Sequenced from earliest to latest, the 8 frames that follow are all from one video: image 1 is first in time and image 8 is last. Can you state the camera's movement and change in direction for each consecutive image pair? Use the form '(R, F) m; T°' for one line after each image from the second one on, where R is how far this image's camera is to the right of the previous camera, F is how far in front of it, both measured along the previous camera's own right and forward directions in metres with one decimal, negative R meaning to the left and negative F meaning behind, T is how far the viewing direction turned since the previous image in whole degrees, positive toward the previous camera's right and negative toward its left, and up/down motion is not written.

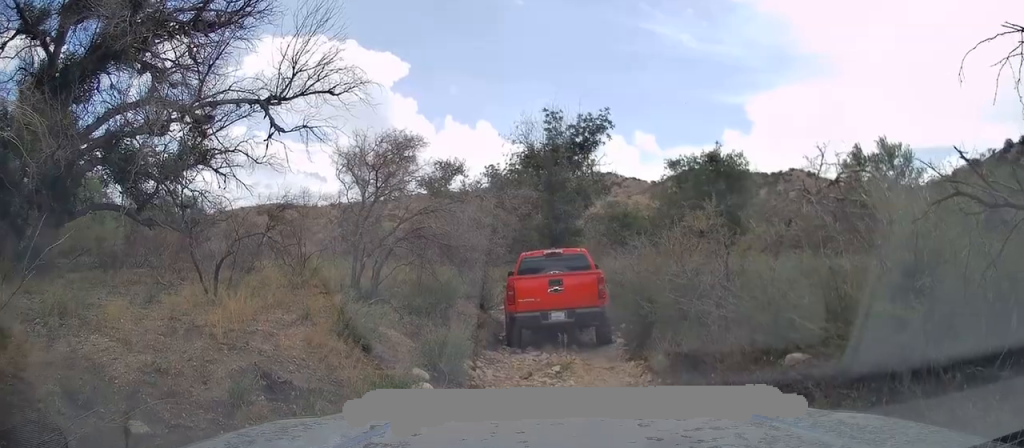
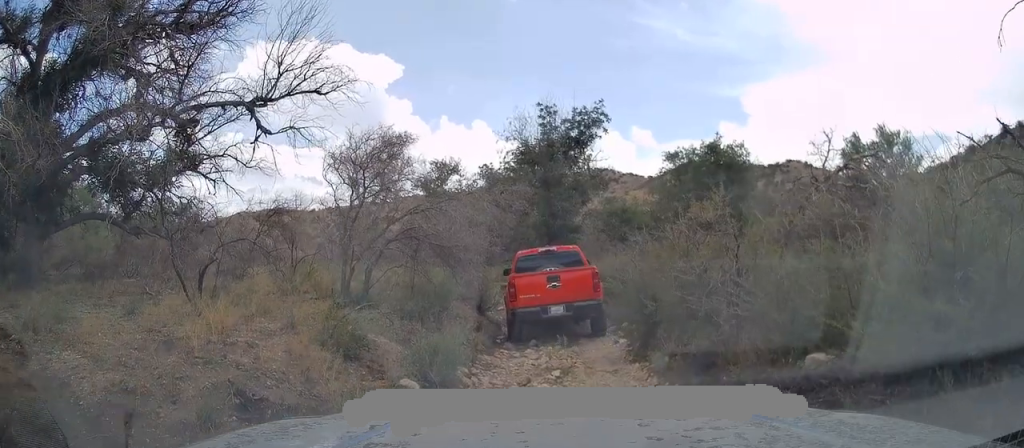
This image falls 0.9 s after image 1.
(0.0, +0.4) m; 0°
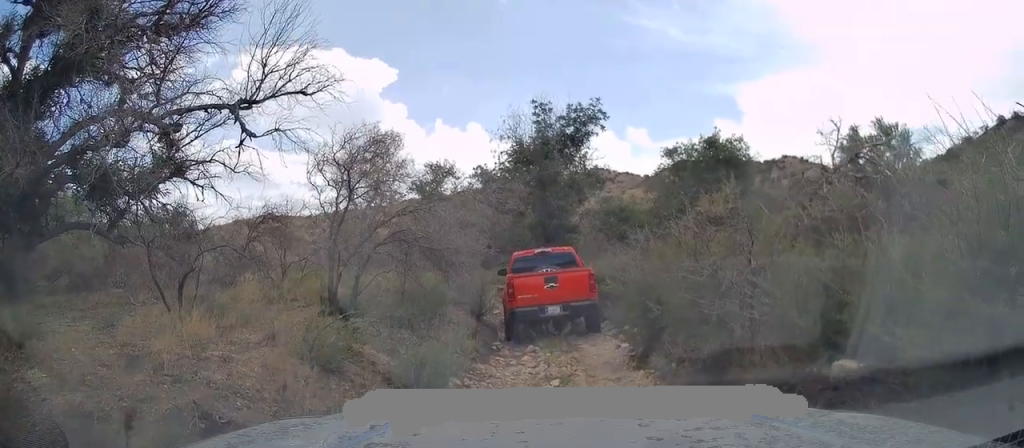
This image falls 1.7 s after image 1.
(0.0, +0.1) m; 0°
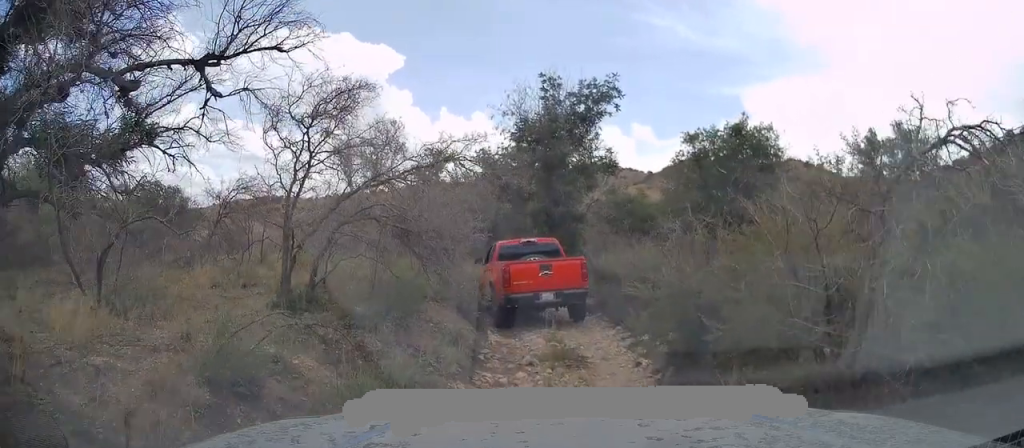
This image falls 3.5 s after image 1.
(0.0, +0.1) m; +3°
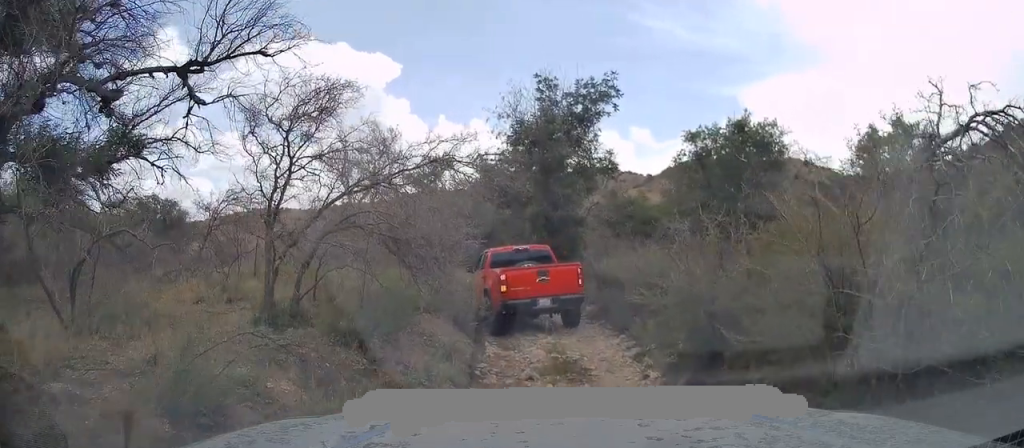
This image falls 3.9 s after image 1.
(0.0, +0.1) m; +3°
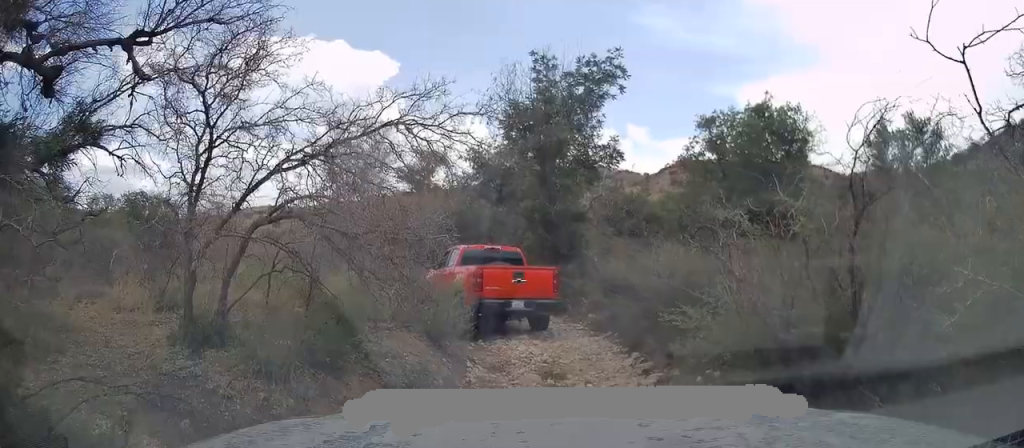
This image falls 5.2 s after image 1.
(+0.2, +4.6) m; +5°
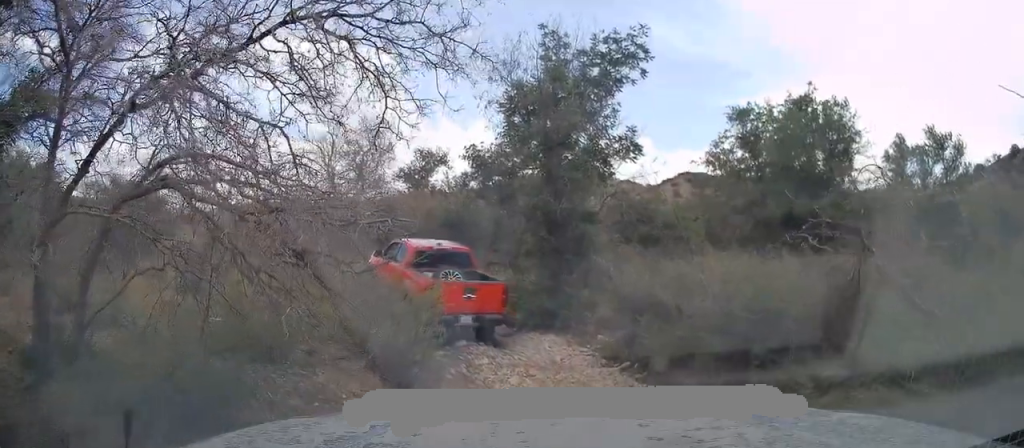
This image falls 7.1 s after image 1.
(+0.1, +6.5) m; -4°
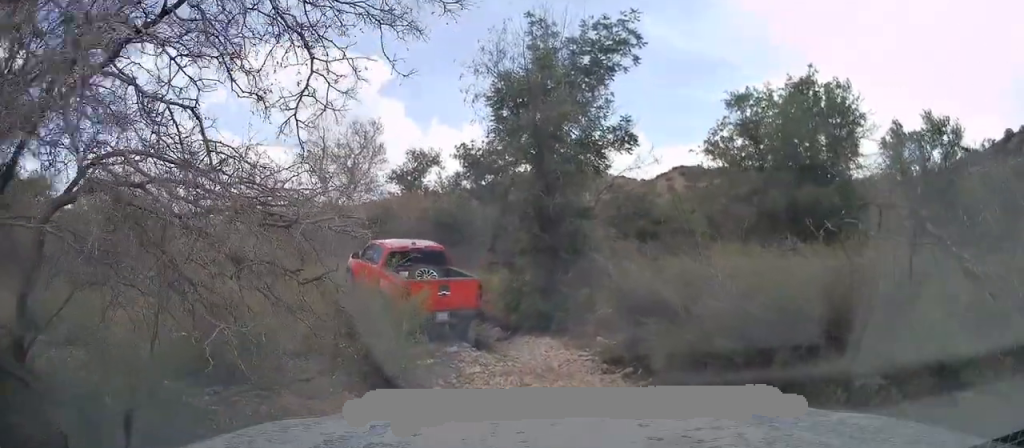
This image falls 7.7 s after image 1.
(-0.1, +1.6) m; 0°
